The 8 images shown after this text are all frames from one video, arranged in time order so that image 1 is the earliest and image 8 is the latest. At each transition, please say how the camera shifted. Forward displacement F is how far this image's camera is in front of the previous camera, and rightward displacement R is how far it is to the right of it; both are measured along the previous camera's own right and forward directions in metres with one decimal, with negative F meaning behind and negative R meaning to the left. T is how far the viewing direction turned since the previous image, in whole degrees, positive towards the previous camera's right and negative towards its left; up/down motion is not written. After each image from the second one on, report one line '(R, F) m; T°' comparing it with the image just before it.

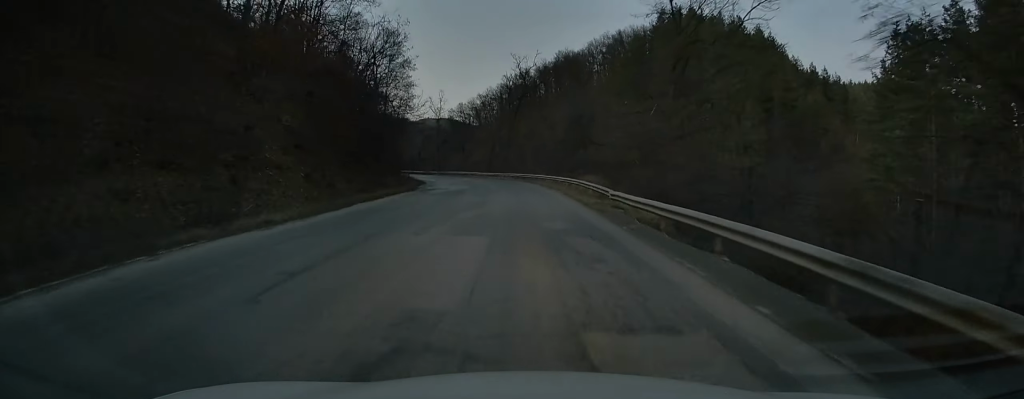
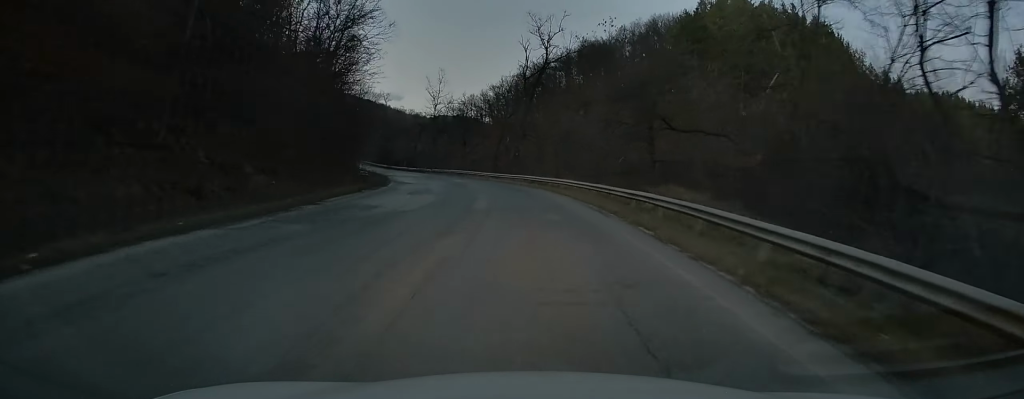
(-0.5, +21.6) m; -3°
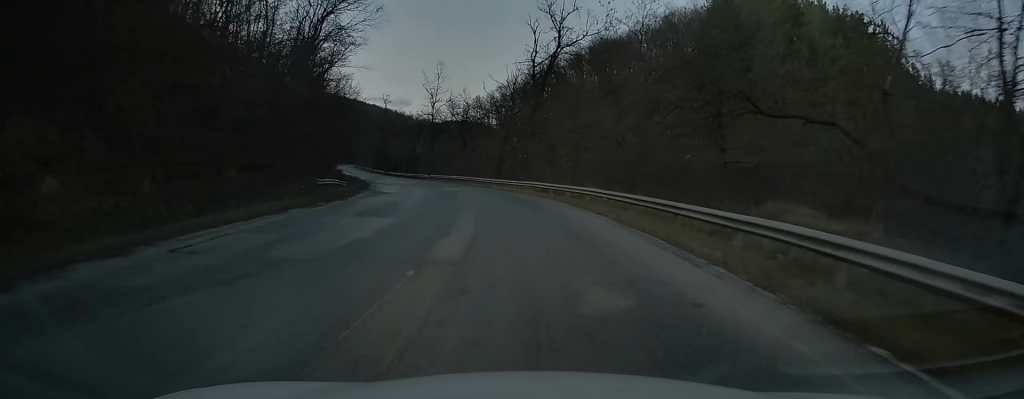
(0.0, +9.9) m; -2°
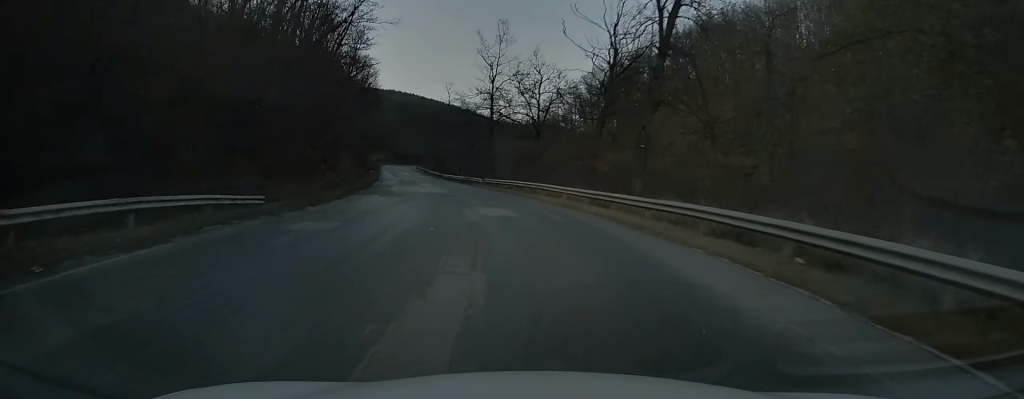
(-1.2, +24.1) m; -8°
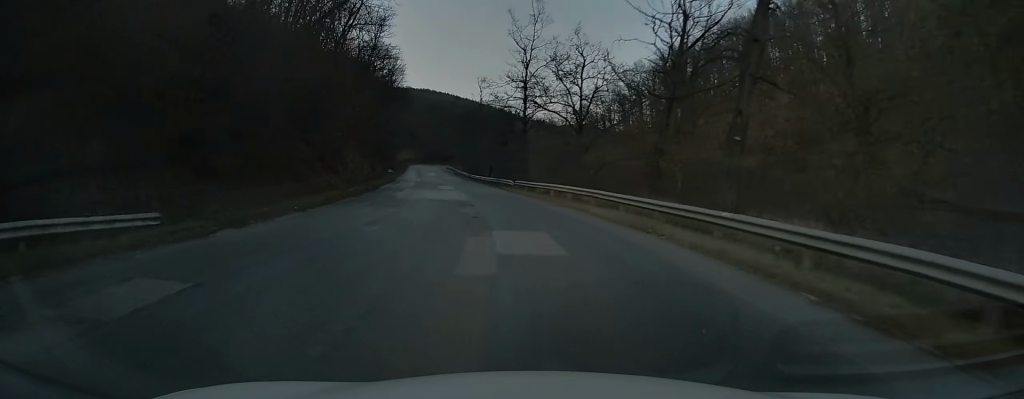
(-0.4, +8.1) m; -3°
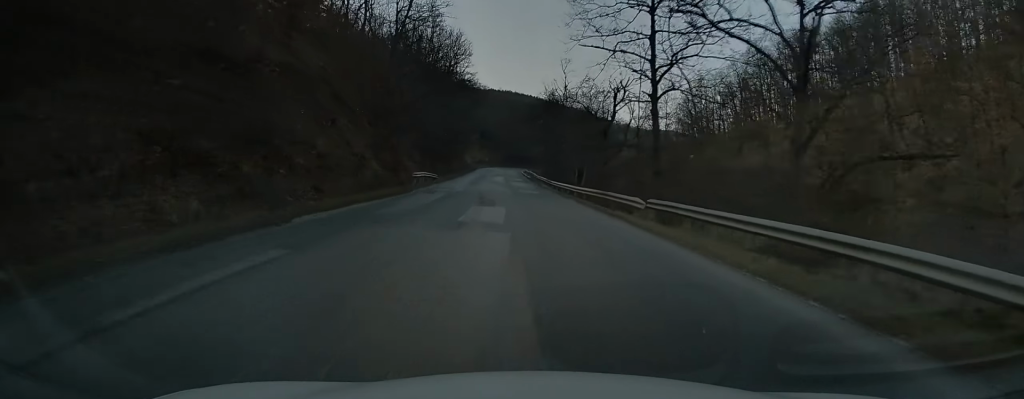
(-1.6, +23.7) m; -6°
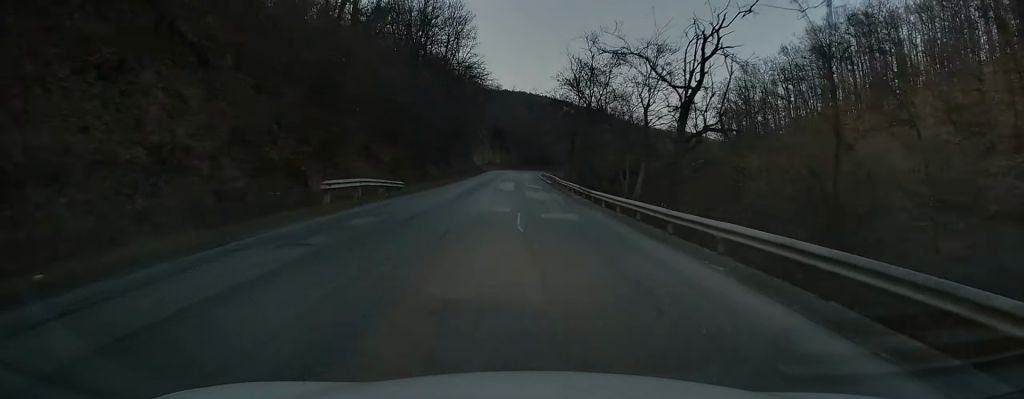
(-0.5, +18.9) m; -2°
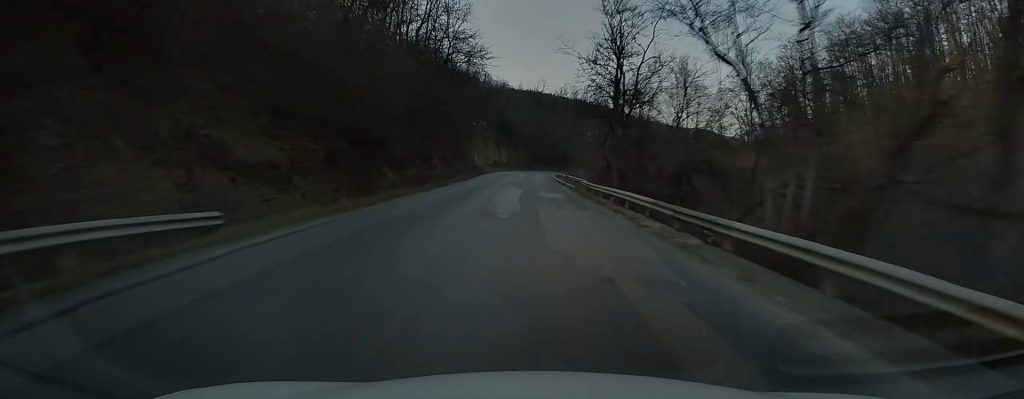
(+0.1, +19.0) m; 0°
